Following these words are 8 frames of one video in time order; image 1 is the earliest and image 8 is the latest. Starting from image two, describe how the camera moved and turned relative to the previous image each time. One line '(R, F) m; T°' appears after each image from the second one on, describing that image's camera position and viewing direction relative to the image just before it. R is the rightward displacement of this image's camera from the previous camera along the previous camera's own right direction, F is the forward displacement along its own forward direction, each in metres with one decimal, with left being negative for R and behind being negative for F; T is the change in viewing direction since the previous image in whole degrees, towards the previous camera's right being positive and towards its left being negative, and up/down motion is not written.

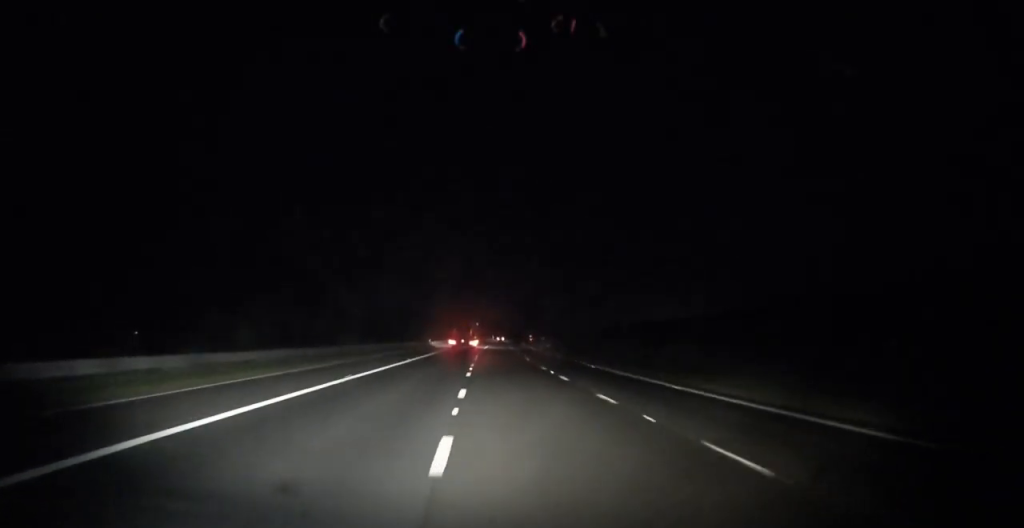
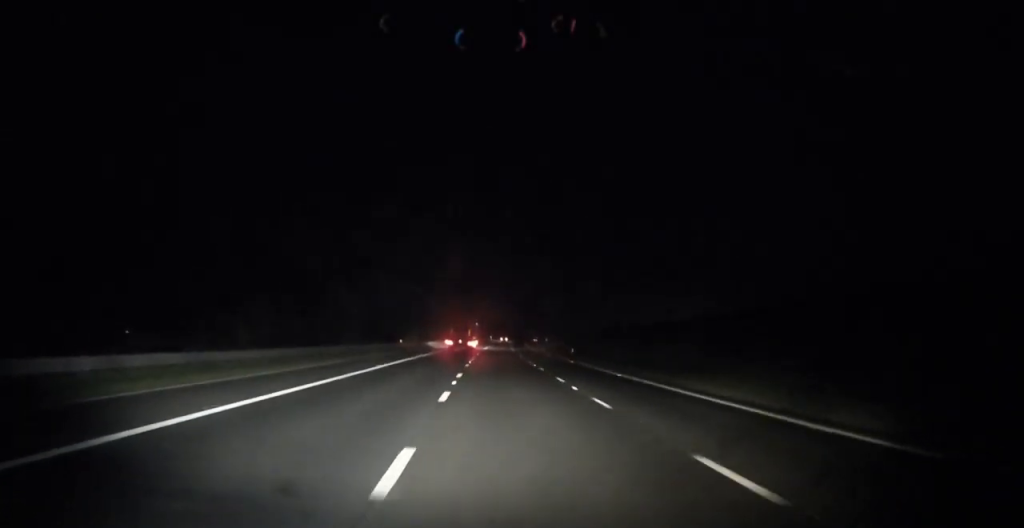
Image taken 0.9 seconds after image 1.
(+0.1, +28.1) m; 0°
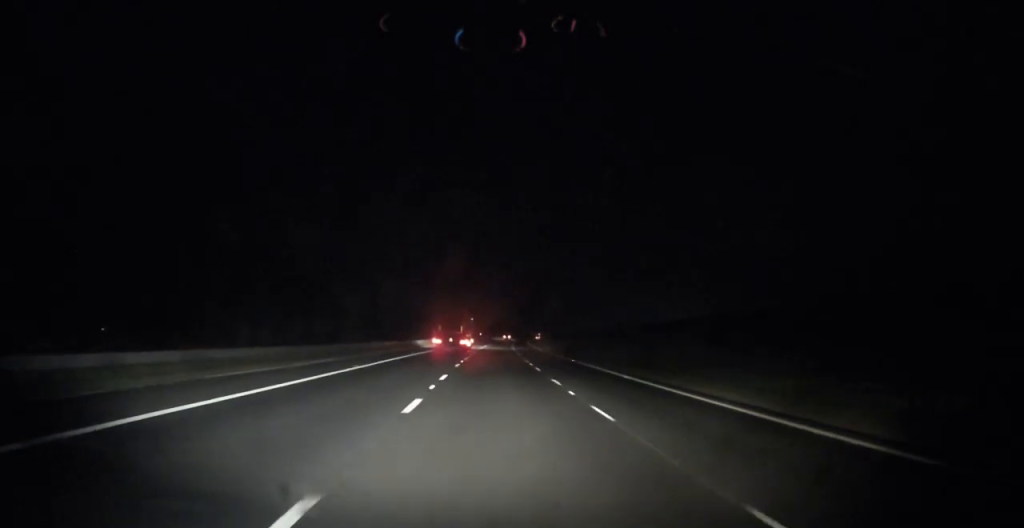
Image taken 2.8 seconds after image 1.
(+0.4, +57.2) m; +1°
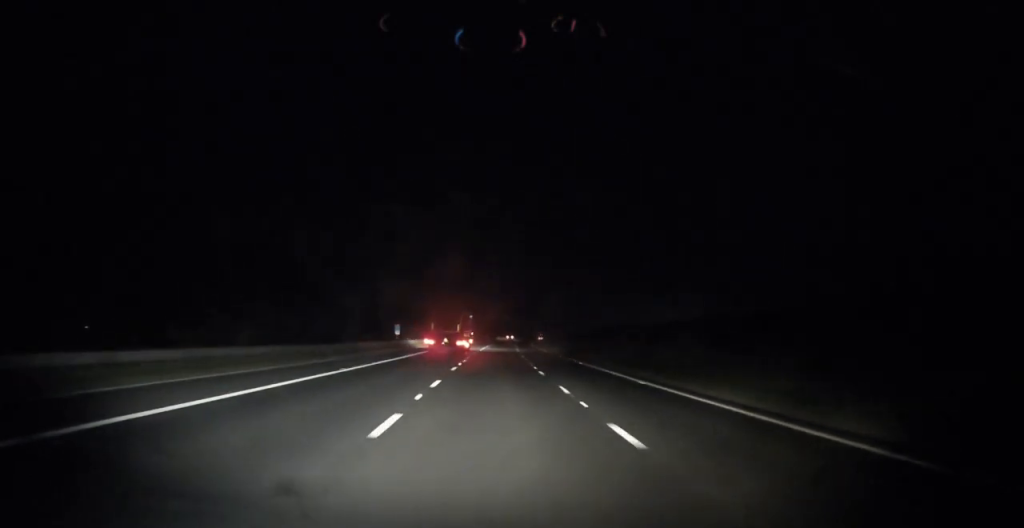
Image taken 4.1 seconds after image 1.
(+0.1, +39.4) m; 0°
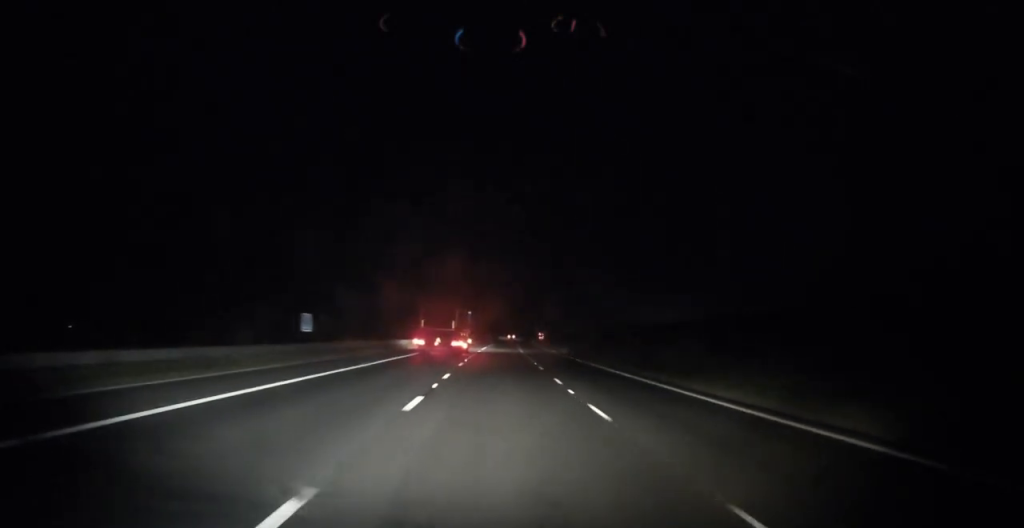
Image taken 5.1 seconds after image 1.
(+0.2, +33.2) m; +1°
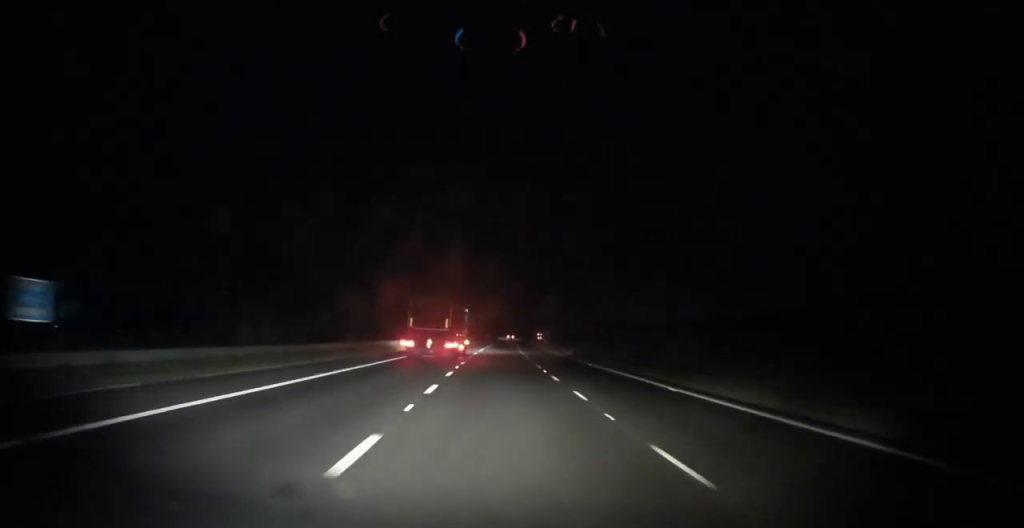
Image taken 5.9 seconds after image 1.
(+0.1, +24.0) m; +1°
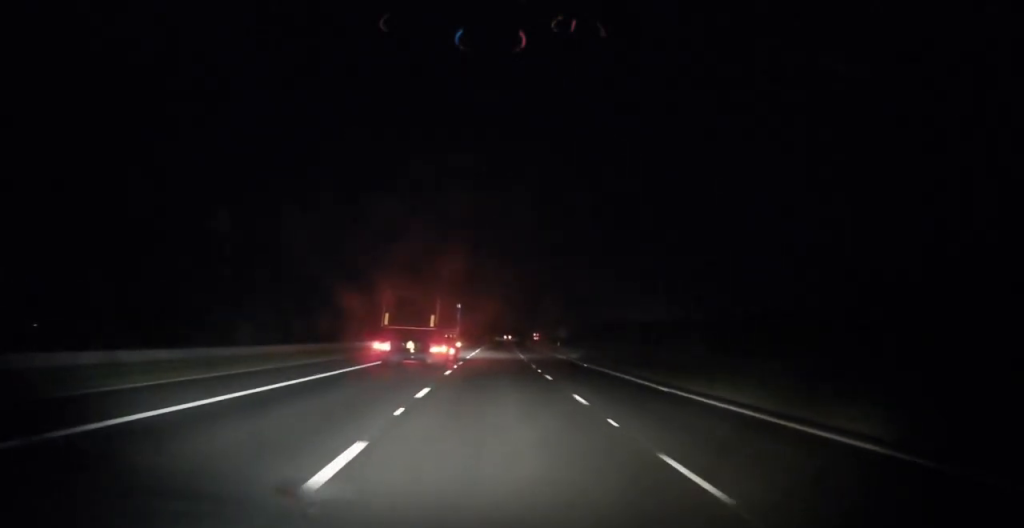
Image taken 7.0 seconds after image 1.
(+0.2, +35.4) m; +1°
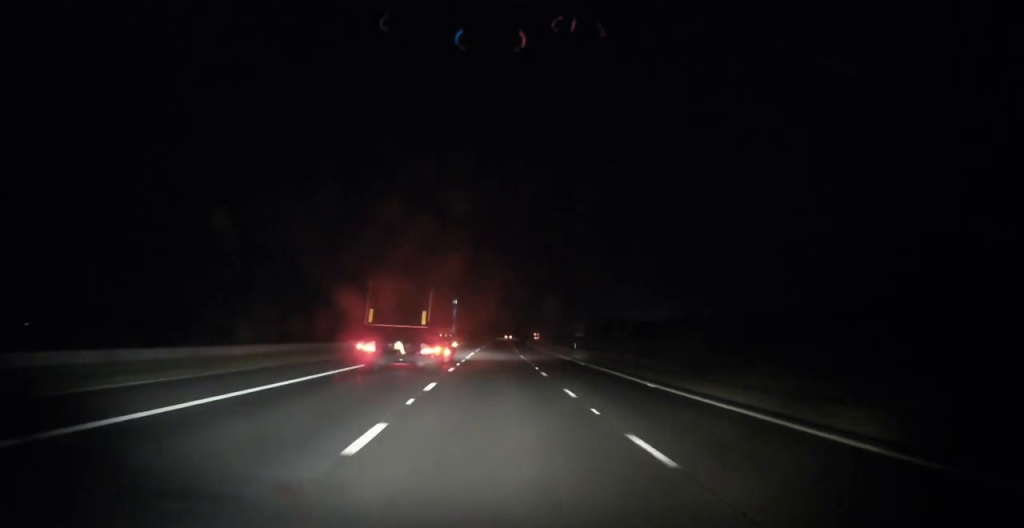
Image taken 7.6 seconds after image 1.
(+0.1, +16.7) m; 0°
